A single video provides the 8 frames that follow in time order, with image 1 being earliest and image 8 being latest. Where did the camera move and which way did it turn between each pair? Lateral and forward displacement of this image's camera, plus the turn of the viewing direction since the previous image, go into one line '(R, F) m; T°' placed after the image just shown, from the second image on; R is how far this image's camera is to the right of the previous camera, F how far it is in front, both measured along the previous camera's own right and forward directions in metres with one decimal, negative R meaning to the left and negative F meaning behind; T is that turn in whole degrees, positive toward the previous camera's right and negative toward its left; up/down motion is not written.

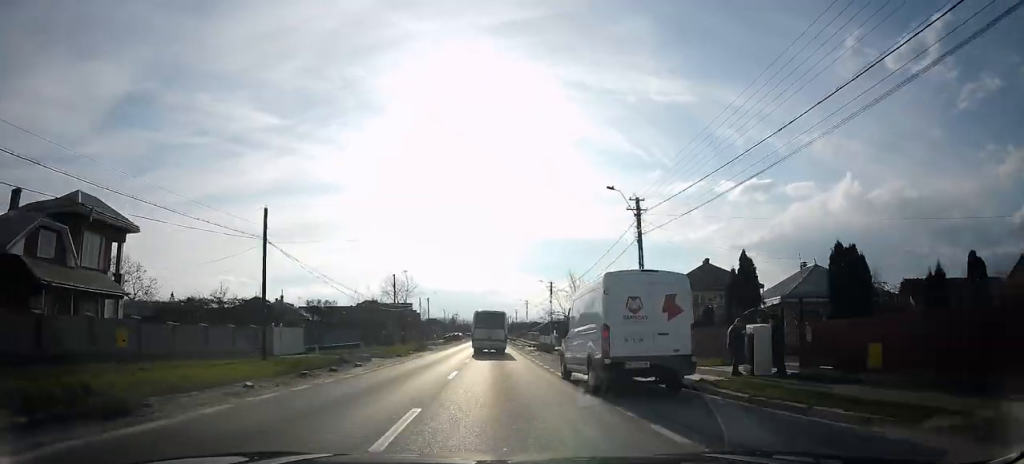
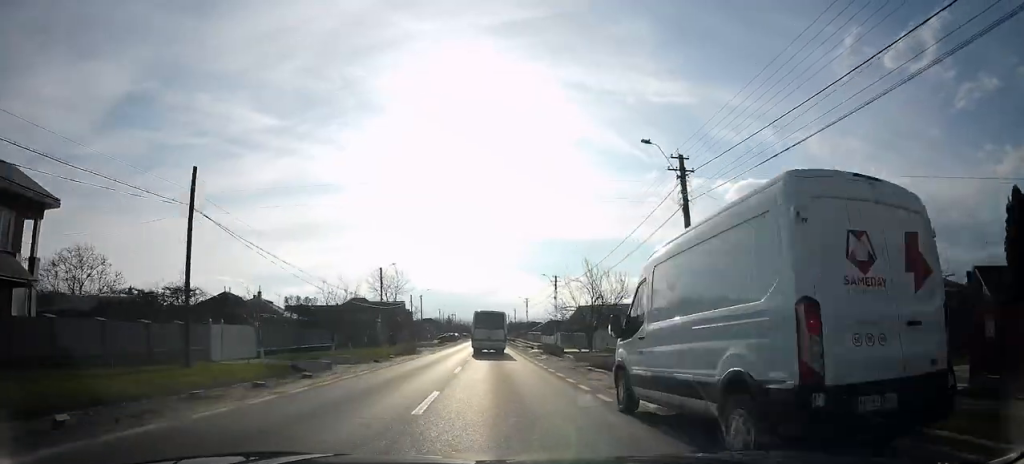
(0.0, +6.5) m; 0°
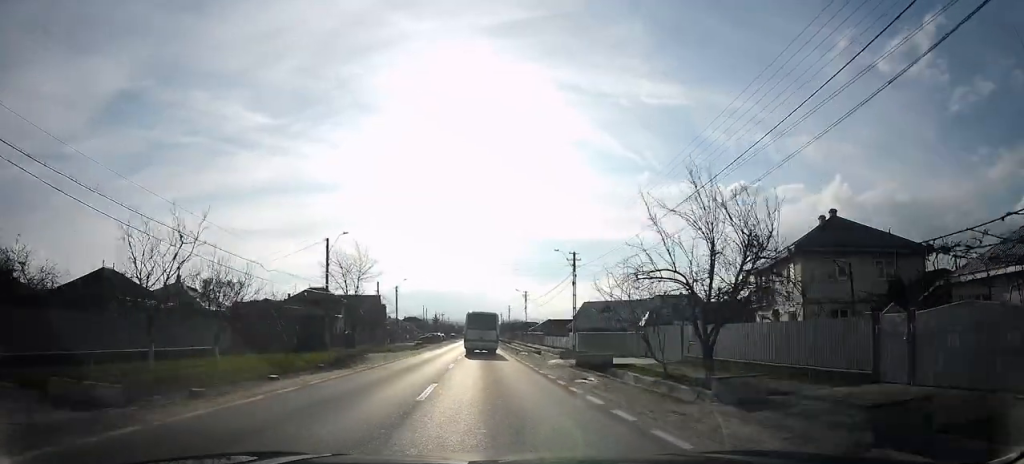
(0.0, +16.6) m; 0°
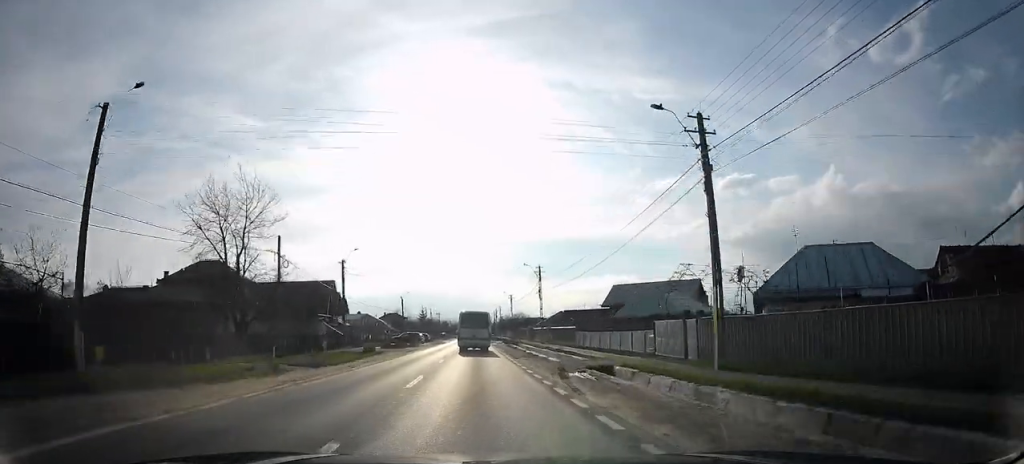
(0.0, +25.5) m; 0°
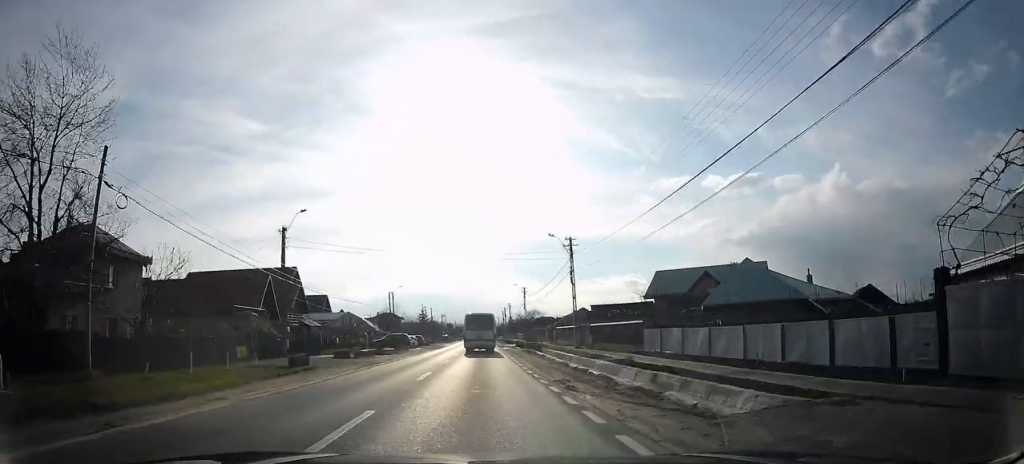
(0.0, +15.8) m; 0°
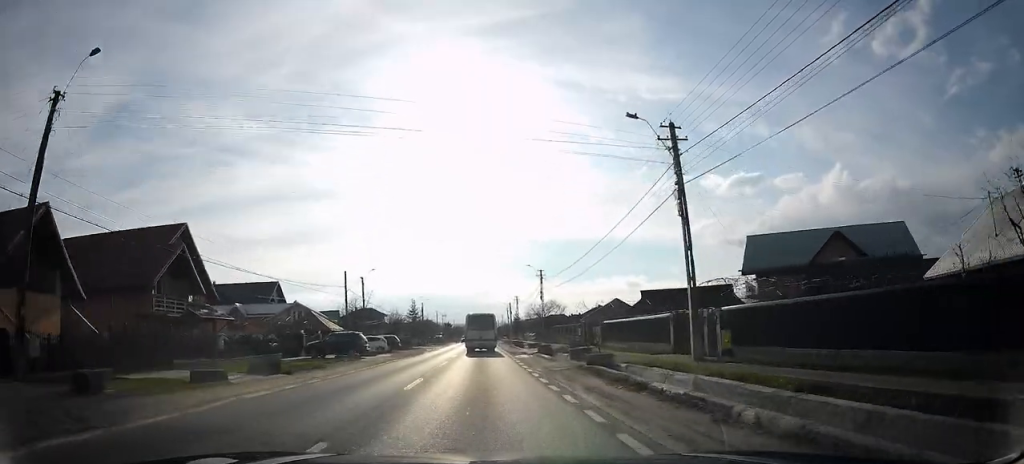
(-0.1, +20.5) m; -1°
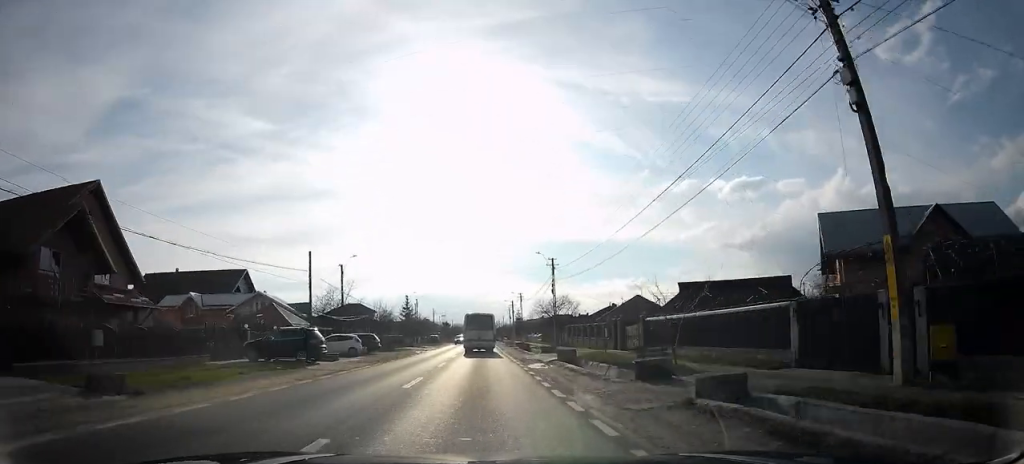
(-0.2, +9.0) m; 0°
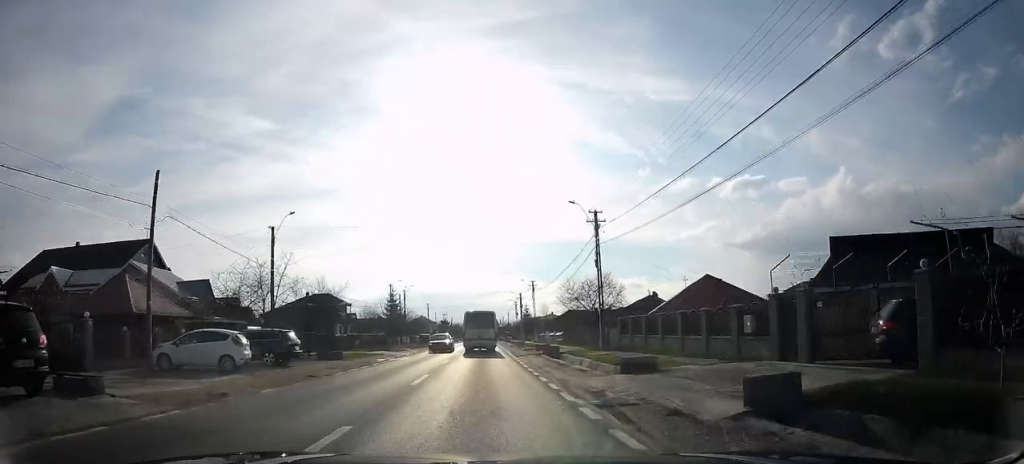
(+0.1, +17.6) m; 0°
